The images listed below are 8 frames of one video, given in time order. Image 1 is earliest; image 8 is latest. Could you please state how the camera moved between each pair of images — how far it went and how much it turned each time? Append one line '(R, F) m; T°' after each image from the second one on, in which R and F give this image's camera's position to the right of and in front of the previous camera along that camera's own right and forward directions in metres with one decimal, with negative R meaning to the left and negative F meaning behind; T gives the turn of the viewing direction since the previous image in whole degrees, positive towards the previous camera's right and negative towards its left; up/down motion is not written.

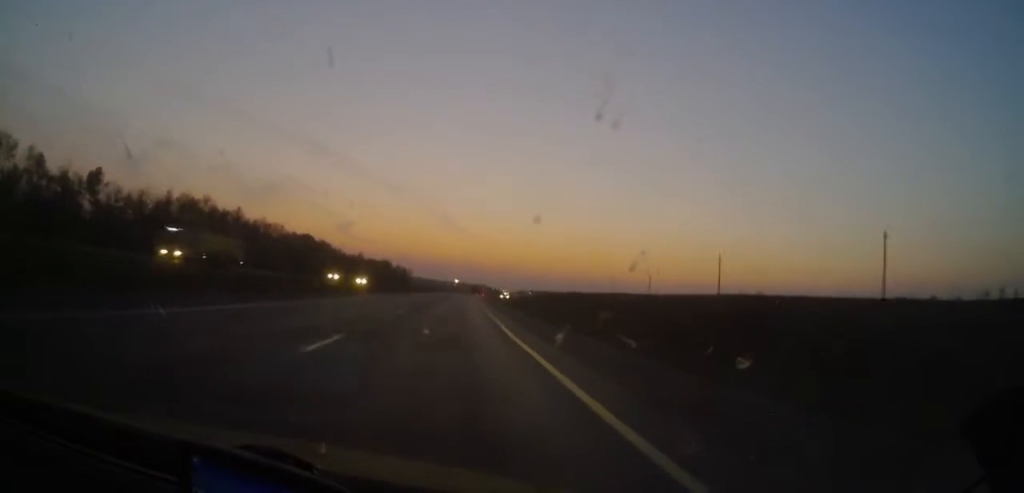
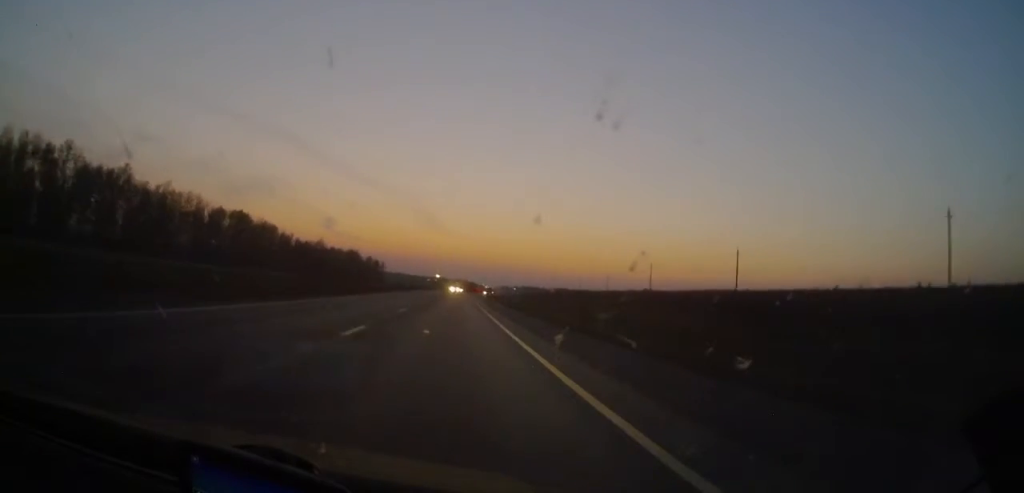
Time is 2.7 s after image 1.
(-0.2, +68.8) m; +1°
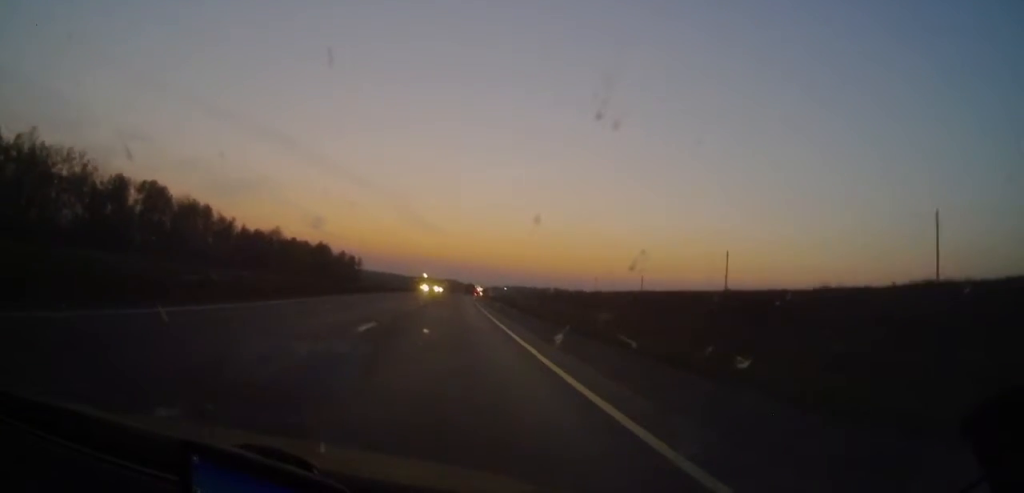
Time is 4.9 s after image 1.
(-2.4, +58.6) m; +3°
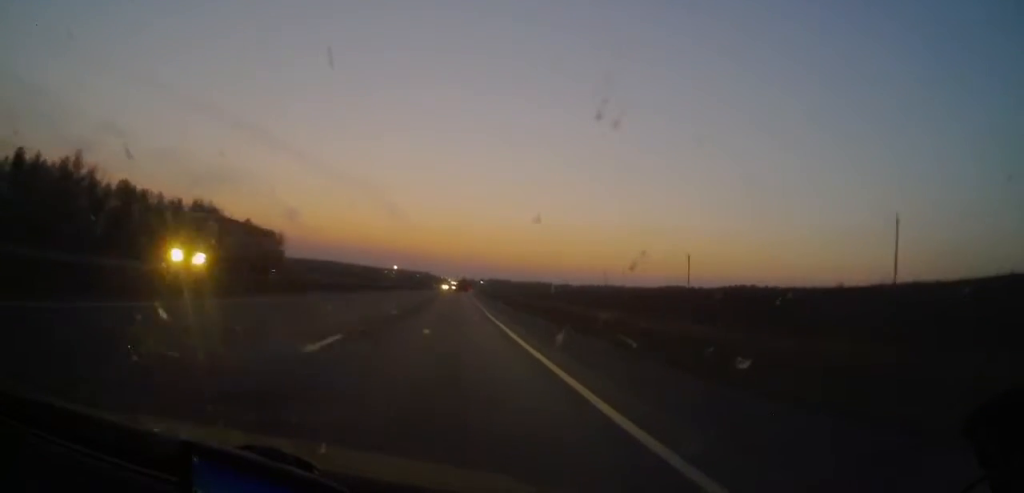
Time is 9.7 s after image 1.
(+10.7, +123.8) m; +3°
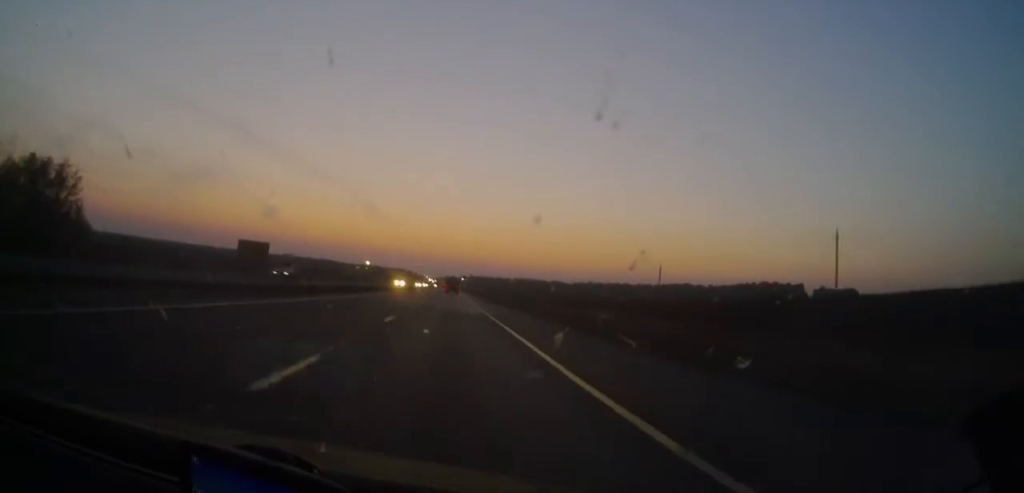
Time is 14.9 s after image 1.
(-6.2, +135.0) m; -1°
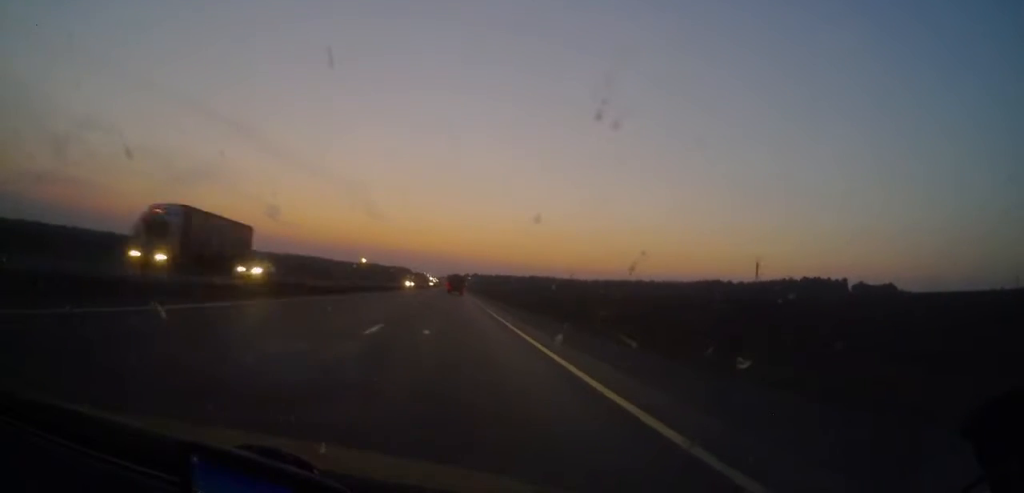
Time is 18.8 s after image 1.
(+2.6, +100.6) m; +1°
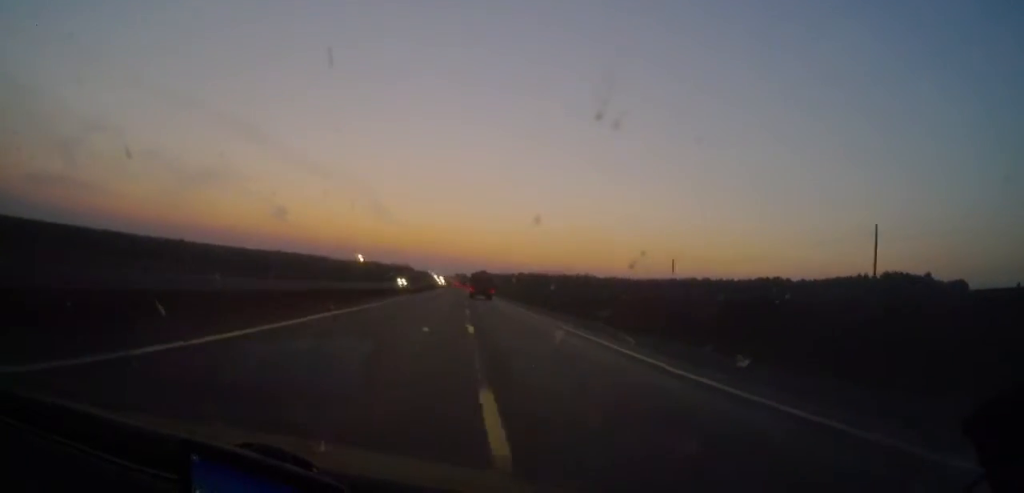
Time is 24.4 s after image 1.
(-0.8, +145.0) m; 0°
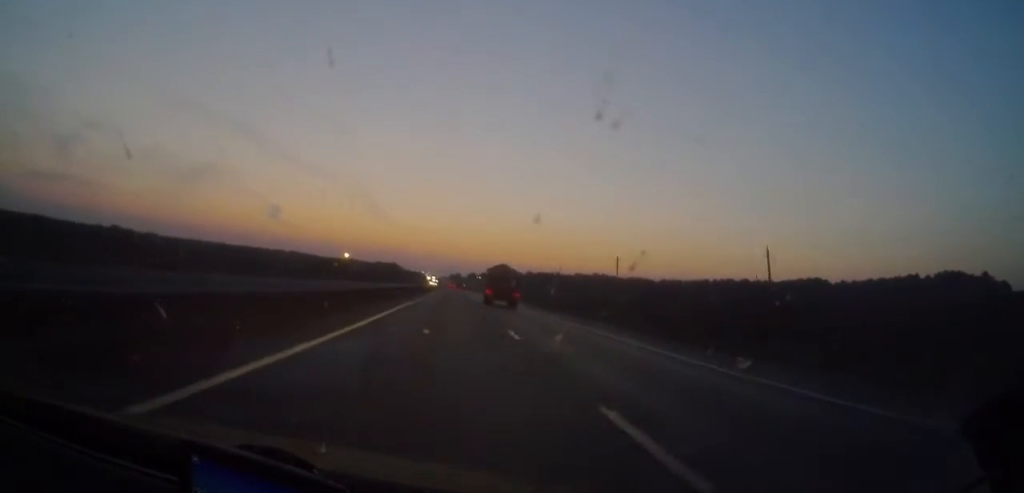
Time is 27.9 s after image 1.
(0.0, +89.2) m; 0°
